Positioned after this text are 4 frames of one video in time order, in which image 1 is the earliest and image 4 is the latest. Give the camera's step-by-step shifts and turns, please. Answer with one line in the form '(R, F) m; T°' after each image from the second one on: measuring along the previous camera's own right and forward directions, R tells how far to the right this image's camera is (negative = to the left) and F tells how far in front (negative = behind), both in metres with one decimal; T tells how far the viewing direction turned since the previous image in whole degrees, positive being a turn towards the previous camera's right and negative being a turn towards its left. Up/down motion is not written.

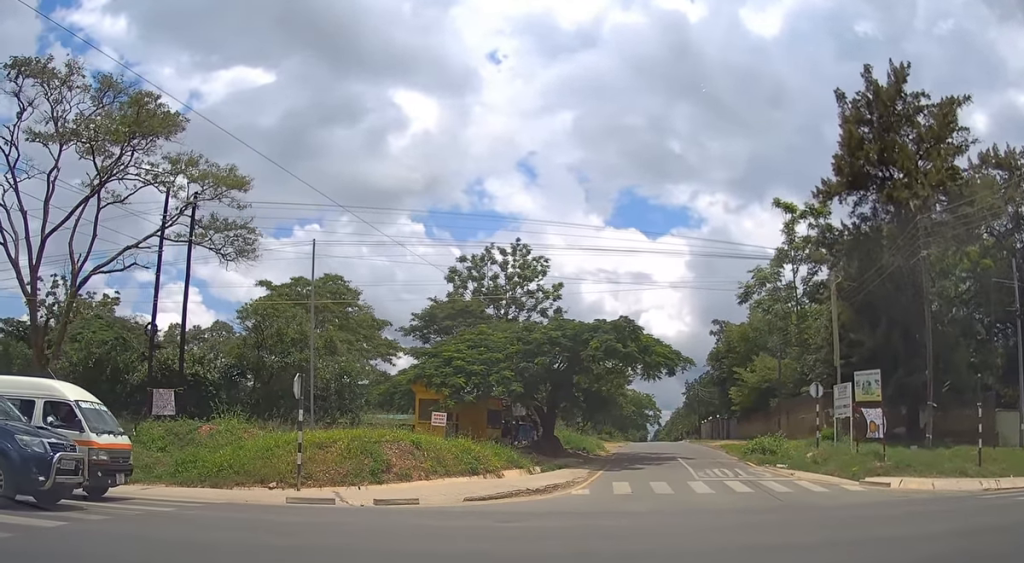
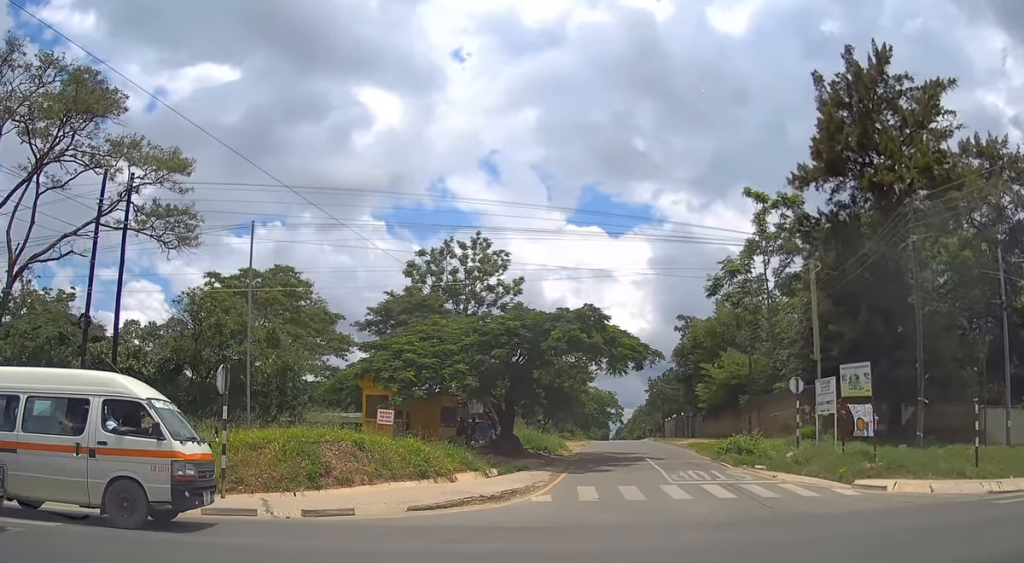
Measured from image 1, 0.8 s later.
(0.0, +1.7) m; +3°
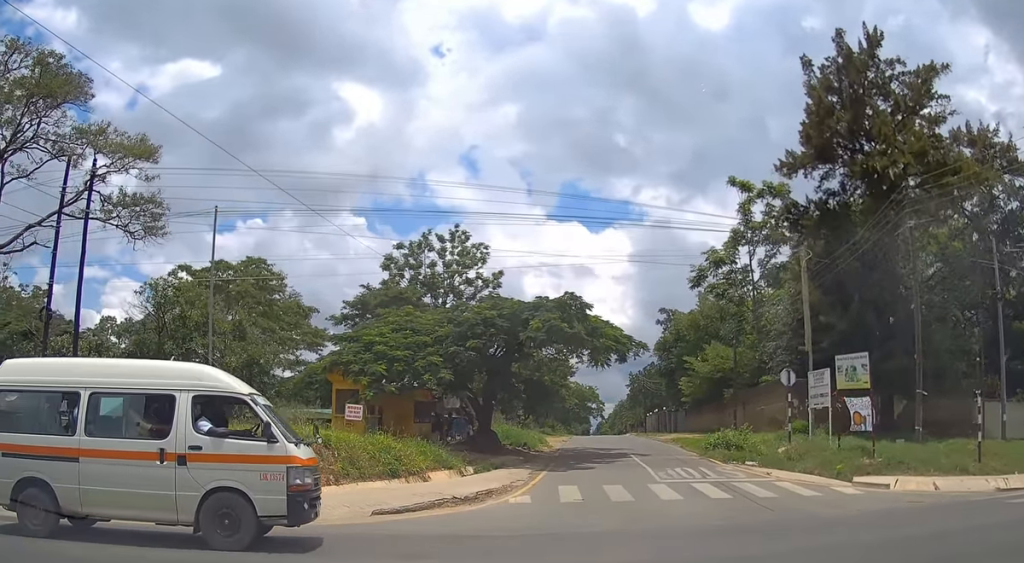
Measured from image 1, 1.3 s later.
(-0.1, +1.3) m; +3°
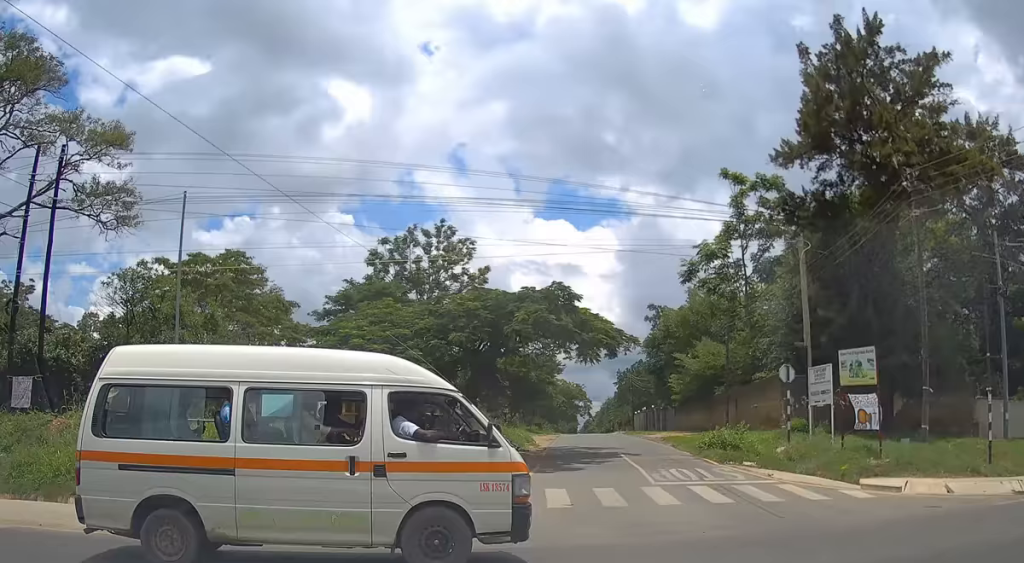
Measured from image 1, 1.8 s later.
(+0.1, +1.4) m; +3°
